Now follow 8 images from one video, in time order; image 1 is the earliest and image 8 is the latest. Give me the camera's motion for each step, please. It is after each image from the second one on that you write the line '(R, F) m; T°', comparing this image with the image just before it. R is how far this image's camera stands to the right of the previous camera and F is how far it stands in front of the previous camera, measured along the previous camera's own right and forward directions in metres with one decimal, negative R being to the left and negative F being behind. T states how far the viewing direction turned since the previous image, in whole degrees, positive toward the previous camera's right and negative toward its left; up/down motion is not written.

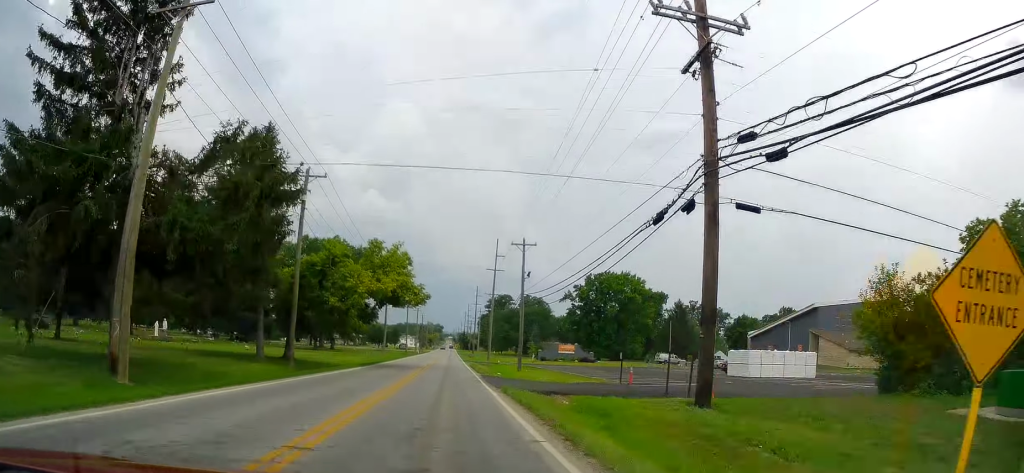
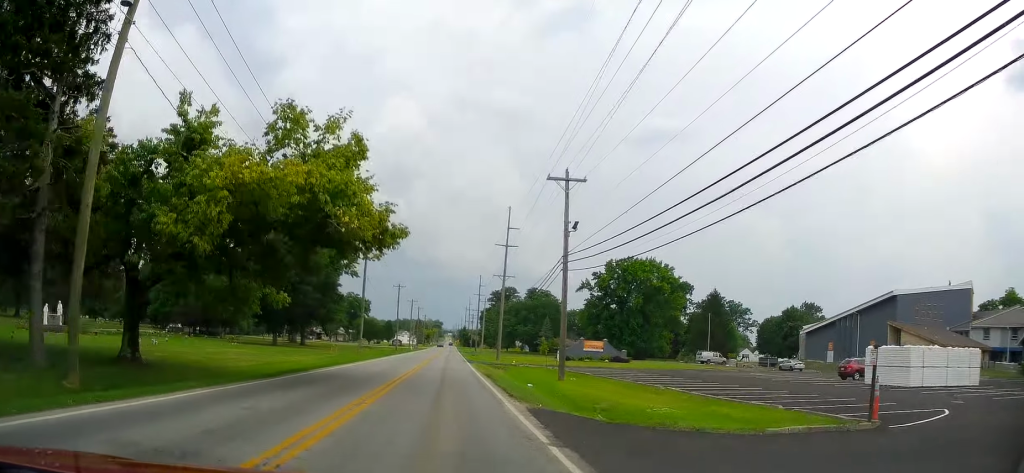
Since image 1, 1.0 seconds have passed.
(+0.6, +22.2) m; +1°
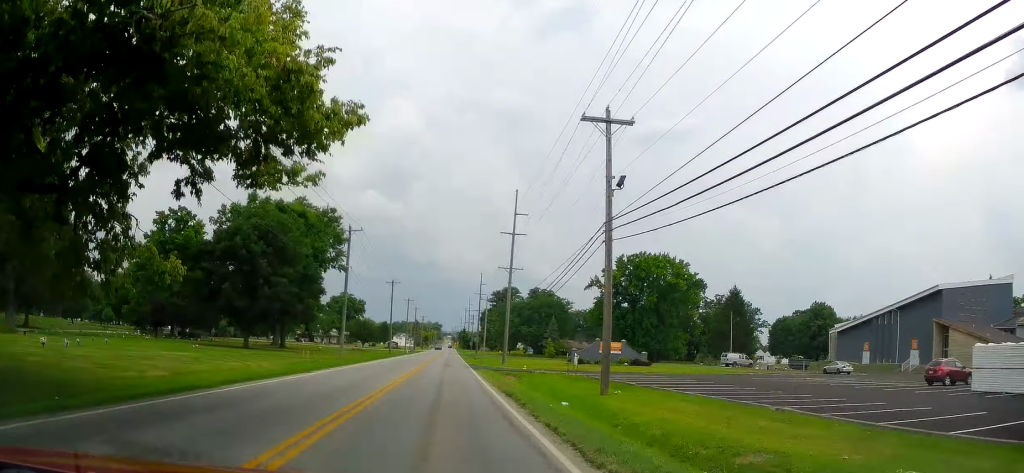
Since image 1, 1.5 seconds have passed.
(-0.1, +10.6) m; -1°
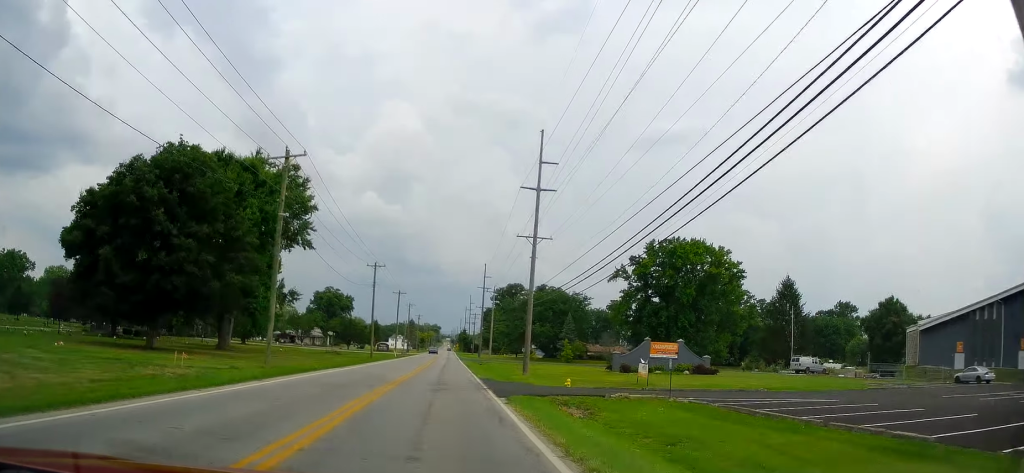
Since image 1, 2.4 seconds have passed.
(-0.3, +22.0) m; -1°
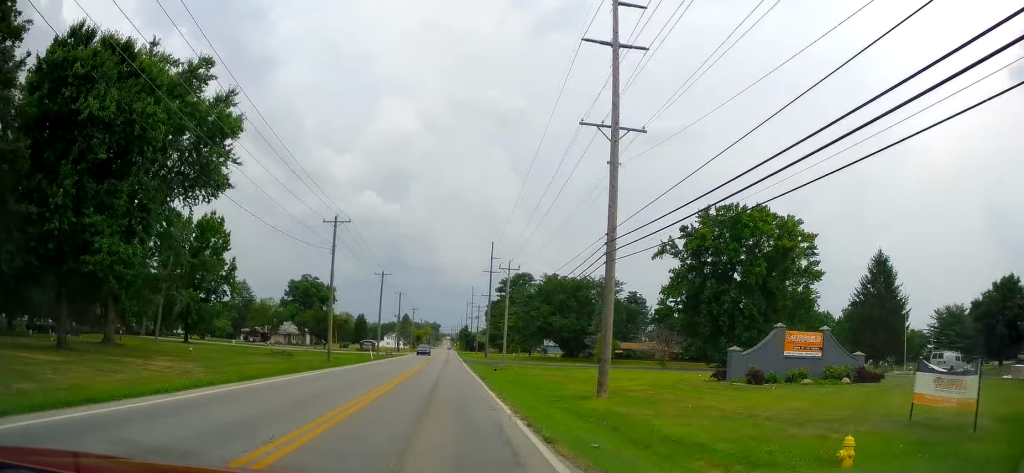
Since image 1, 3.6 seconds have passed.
(-0.3, +26.7) m; -1°
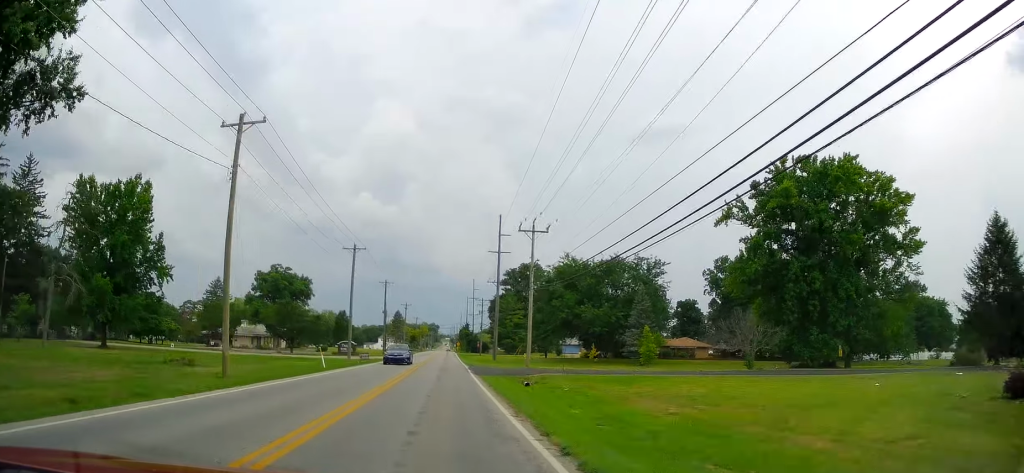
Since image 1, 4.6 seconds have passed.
(0.0, +23.8) m; 0°
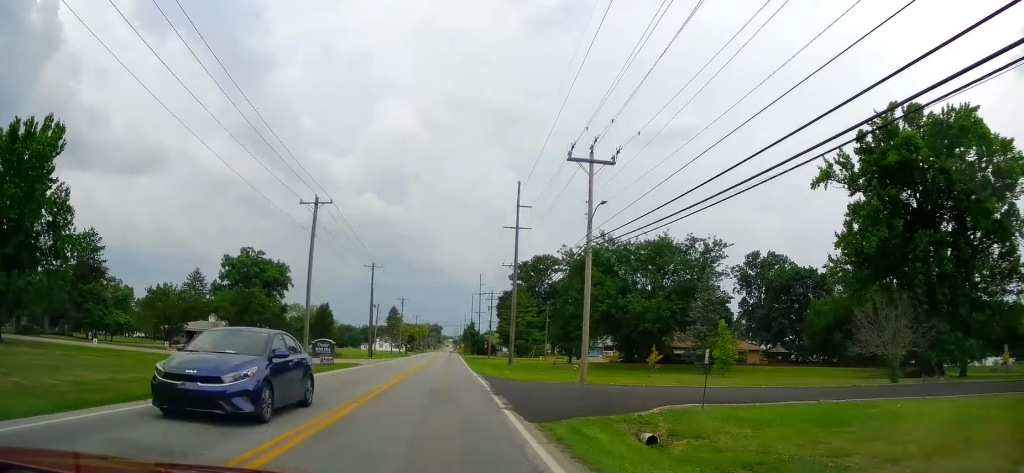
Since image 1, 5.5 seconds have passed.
(0.0, +20.1) m; 0°
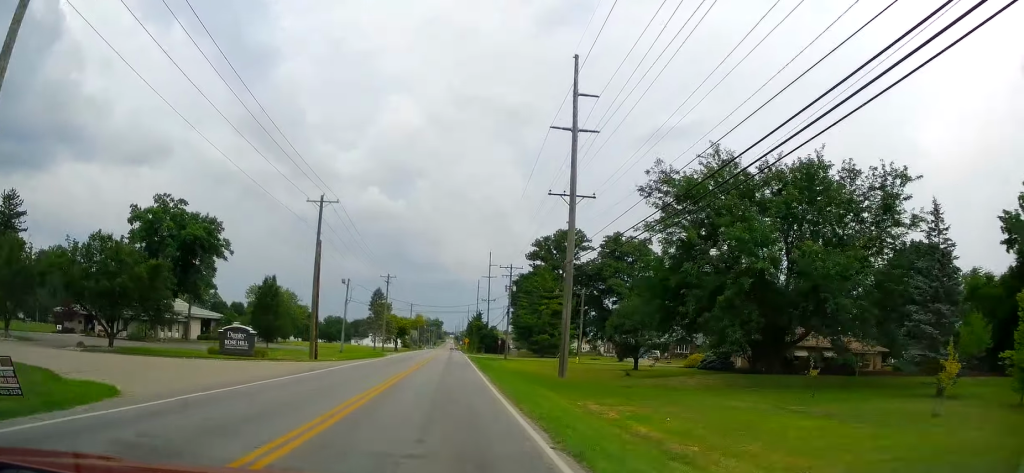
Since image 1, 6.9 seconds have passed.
(0.0, +32.7) m; 0°
